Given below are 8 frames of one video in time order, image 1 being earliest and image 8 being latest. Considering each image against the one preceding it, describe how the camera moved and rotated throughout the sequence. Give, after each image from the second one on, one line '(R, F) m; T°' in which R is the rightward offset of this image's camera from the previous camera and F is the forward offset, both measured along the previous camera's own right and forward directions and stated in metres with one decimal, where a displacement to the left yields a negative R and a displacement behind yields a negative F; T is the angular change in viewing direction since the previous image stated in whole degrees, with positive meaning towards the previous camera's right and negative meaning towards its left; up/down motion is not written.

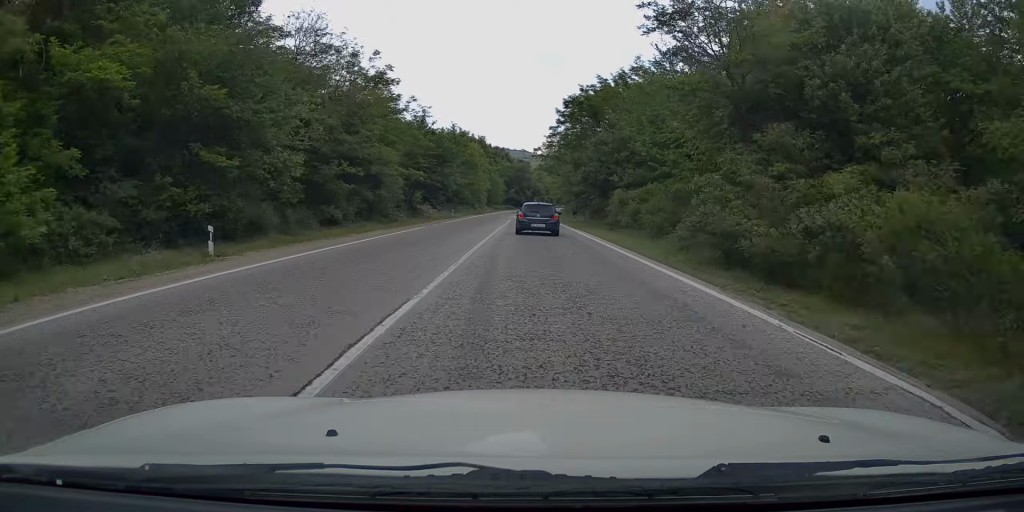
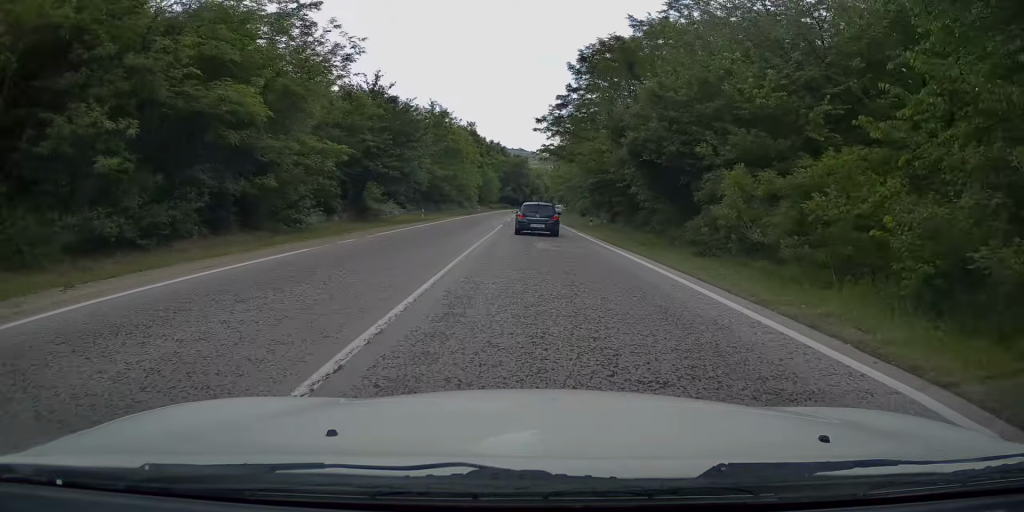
(0.0, +17.5) m; 0°
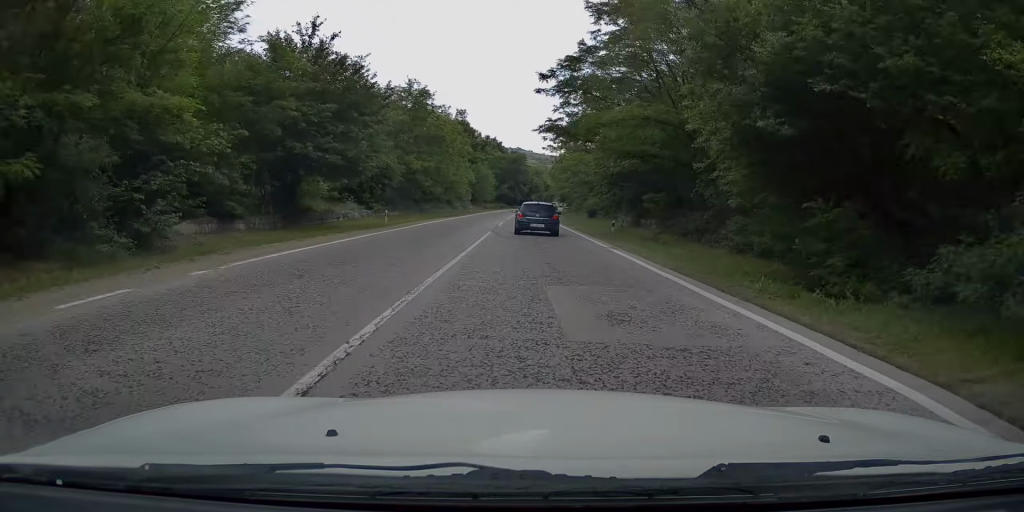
(0.0, +11.9) m; 0°
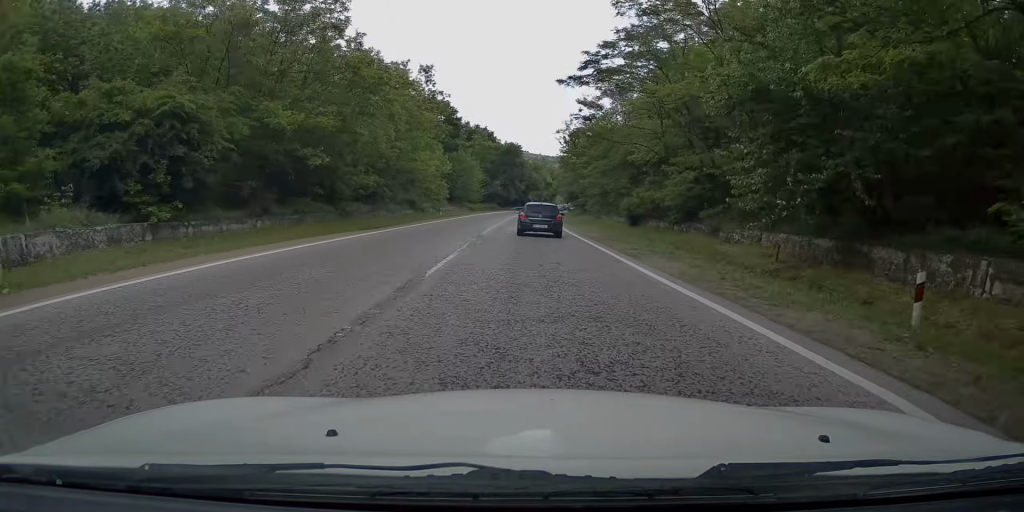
(0.0, +27.1) m; +1°
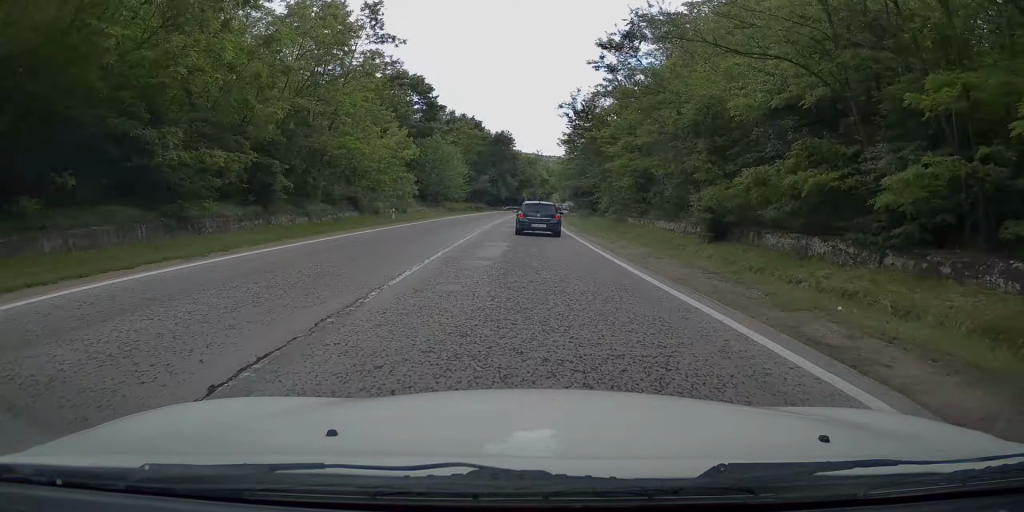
(+0.3, +18.3) m; 0°
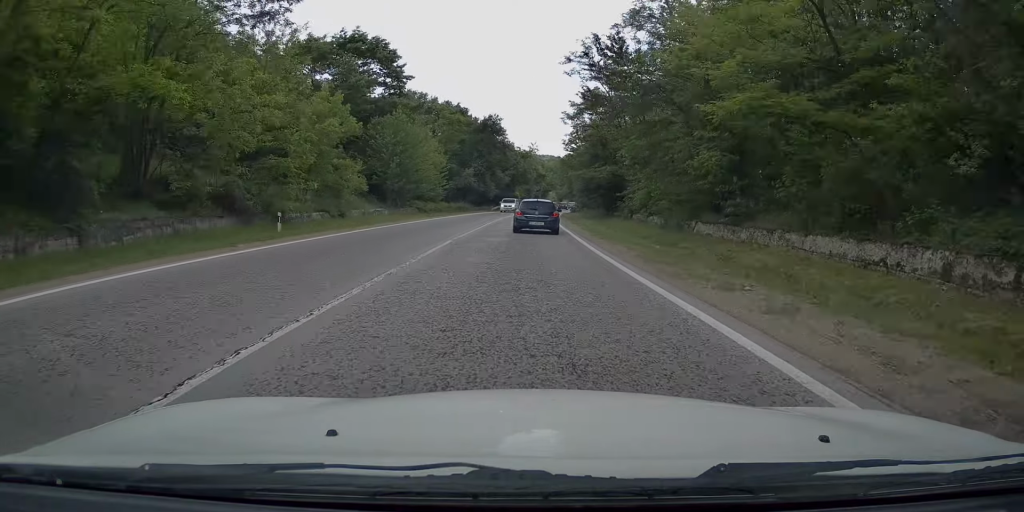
(-0.1, +17.6) m; 0°
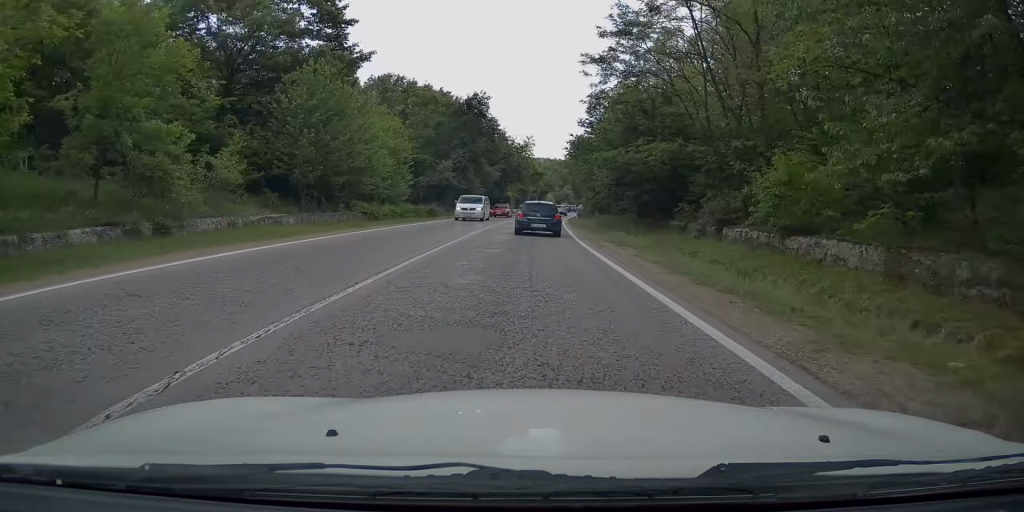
(0.0, +19.2) m; +1°
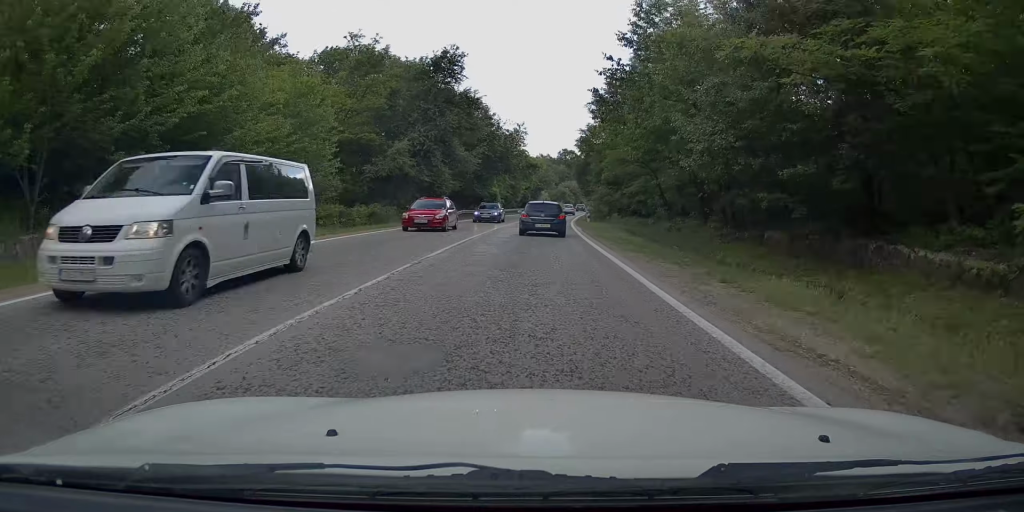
(+0.2, +19.2) m; +1°
